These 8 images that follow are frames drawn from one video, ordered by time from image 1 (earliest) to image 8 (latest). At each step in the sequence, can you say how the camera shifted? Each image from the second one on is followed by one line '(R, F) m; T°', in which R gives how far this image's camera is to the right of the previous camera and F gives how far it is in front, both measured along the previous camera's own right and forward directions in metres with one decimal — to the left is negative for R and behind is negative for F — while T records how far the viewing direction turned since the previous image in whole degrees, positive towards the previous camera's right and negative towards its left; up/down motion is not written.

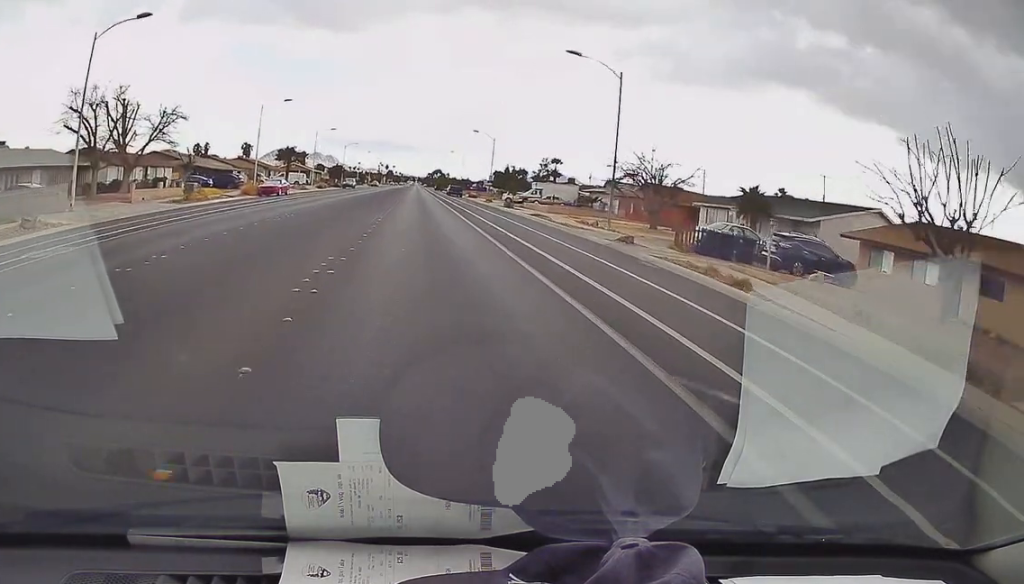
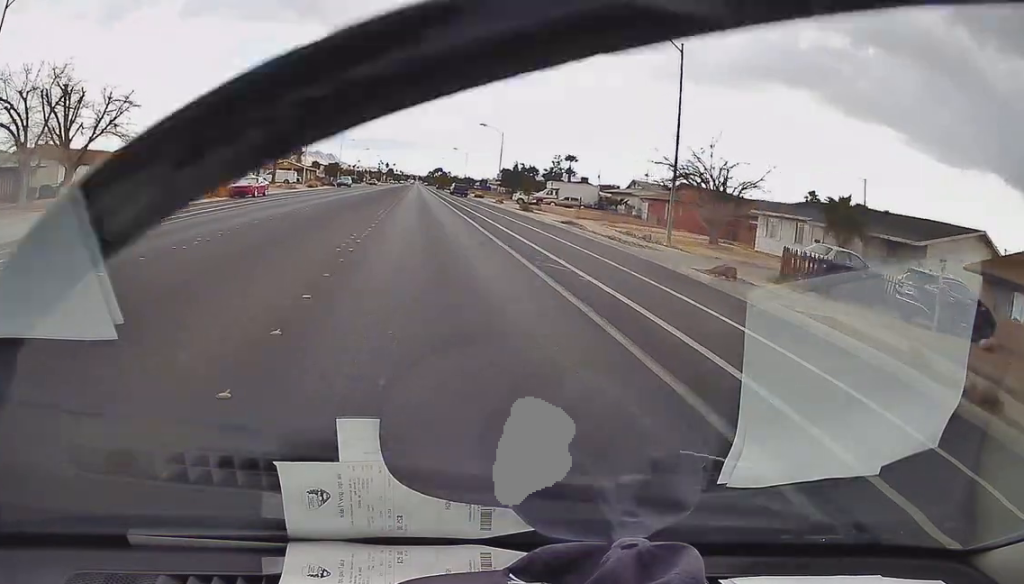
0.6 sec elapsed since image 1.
(0.0, +8.2) m; -1°
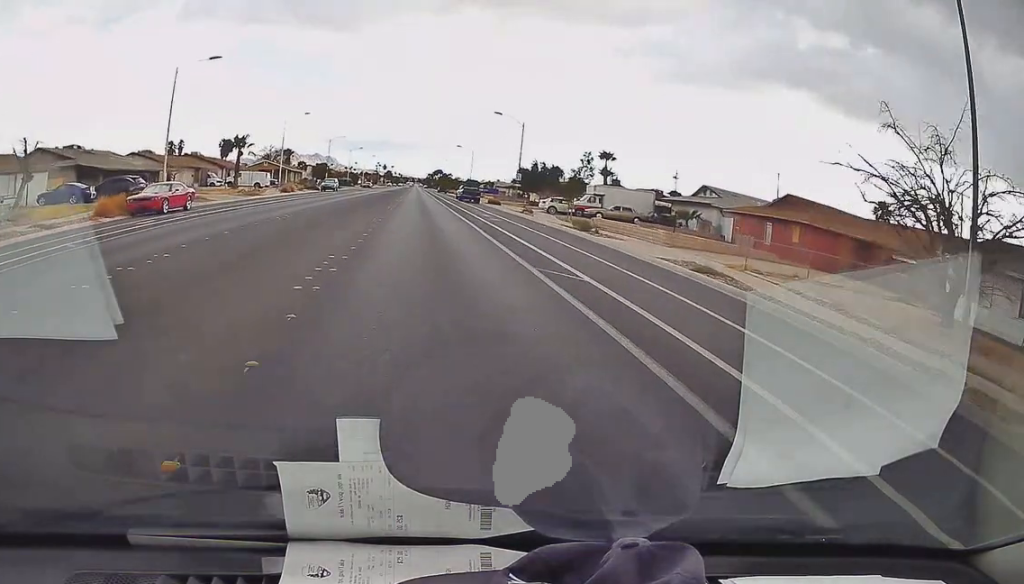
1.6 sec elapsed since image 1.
(-0.4, +15.6) m; -1°
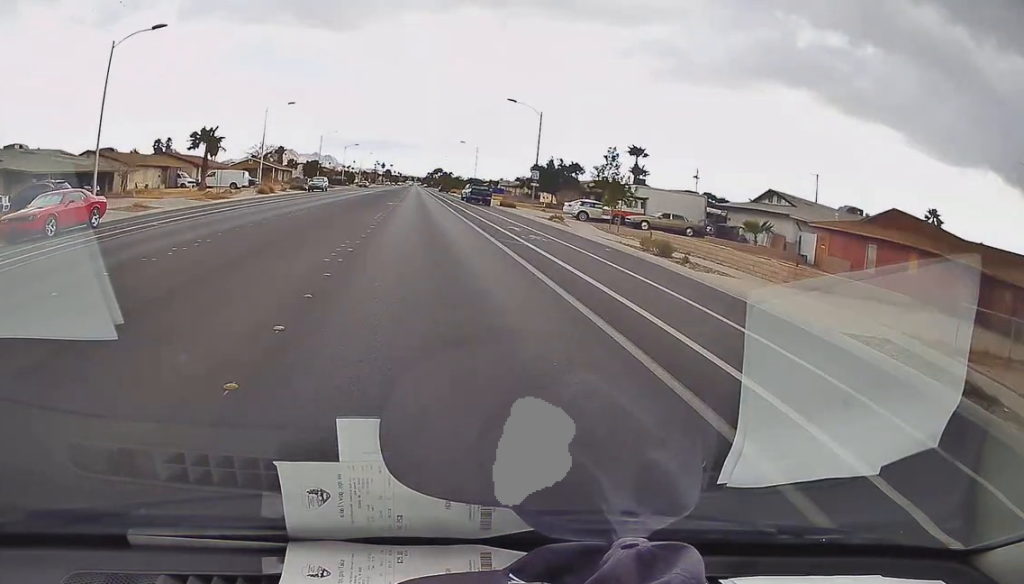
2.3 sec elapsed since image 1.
(-0.2, +9.8) m; +1°
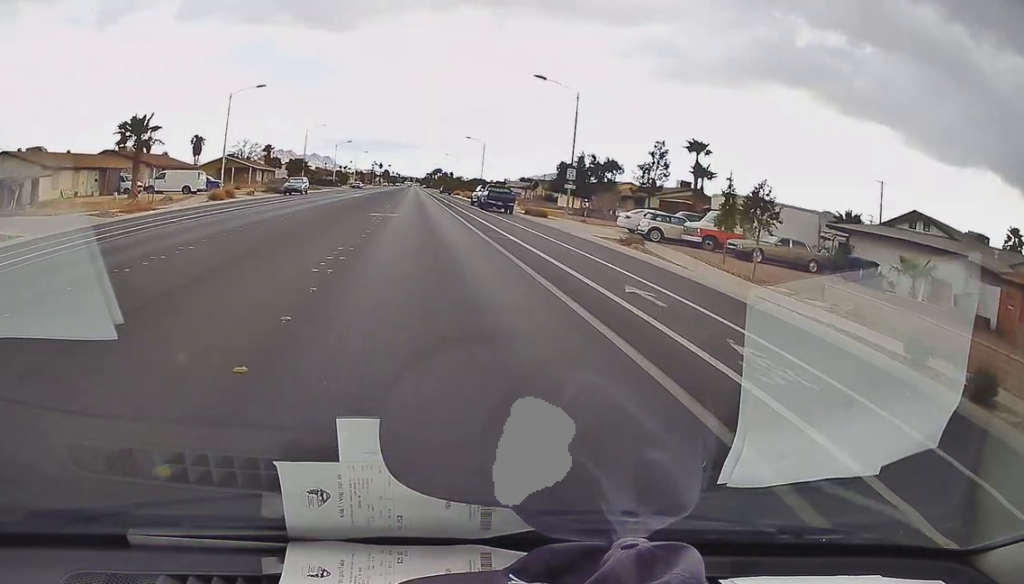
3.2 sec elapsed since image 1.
(+0.5, +13.2) m; +4°
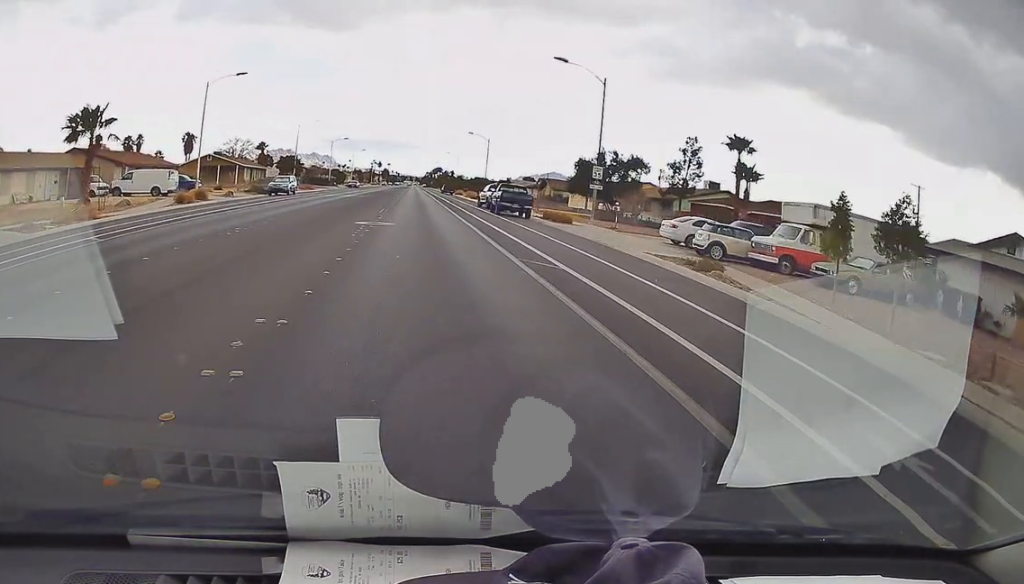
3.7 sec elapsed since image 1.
(+0.3, +6.8) m; 0°
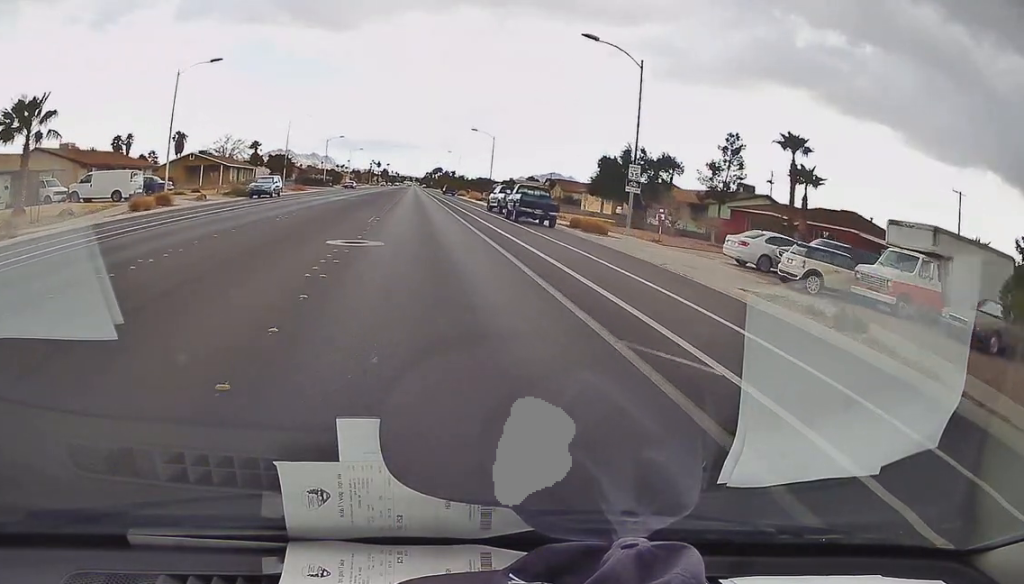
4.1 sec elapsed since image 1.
(+0.3, +6.3) m; 0°
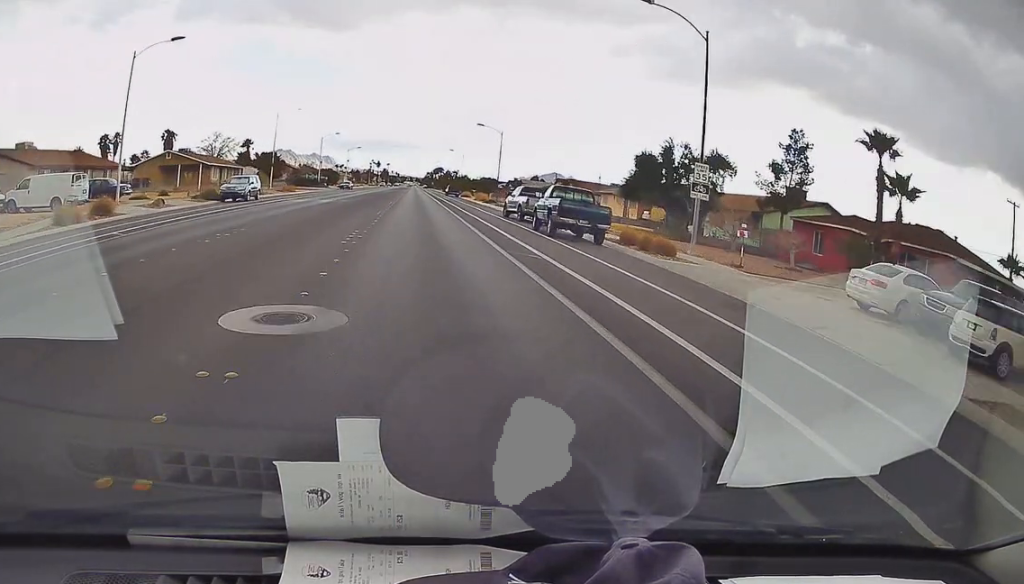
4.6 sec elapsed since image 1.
(-0.3, +7.3) m; -1°
